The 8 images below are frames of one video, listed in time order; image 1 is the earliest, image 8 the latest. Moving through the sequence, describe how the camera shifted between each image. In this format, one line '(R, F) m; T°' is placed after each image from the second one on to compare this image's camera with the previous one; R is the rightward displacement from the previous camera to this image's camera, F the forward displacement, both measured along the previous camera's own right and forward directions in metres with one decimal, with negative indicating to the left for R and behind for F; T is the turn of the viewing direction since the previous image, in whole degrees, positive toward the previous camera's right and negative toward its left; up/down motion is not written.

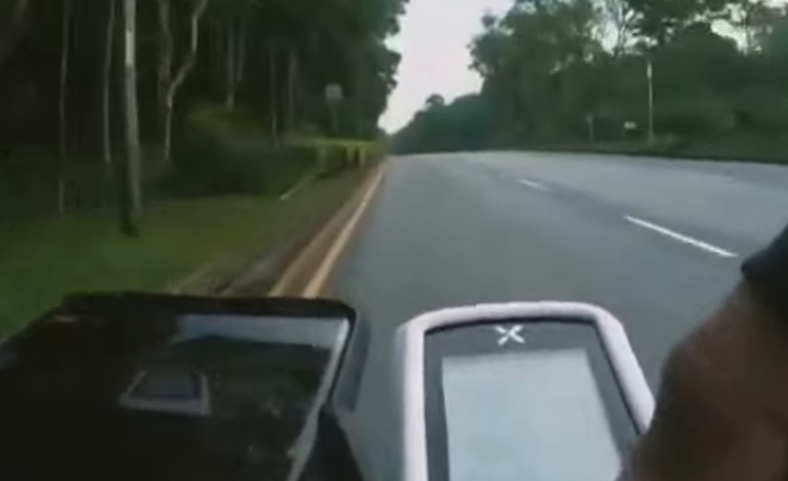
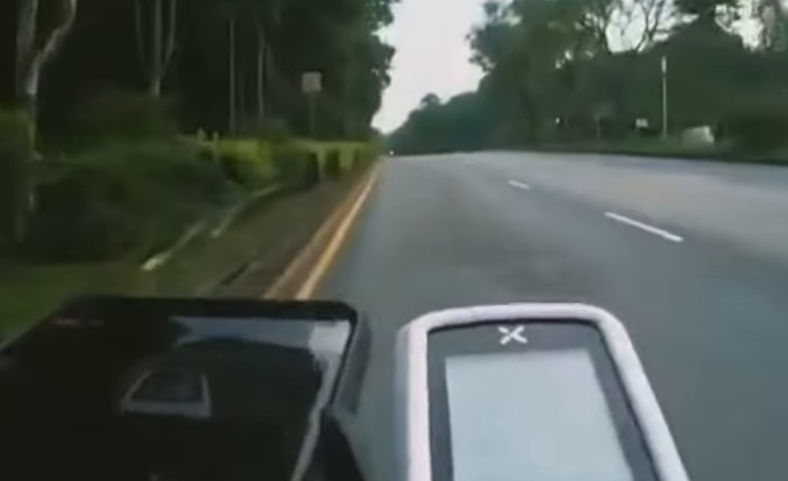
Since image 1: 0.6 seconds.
(+0.3, +4.3) m; +1°
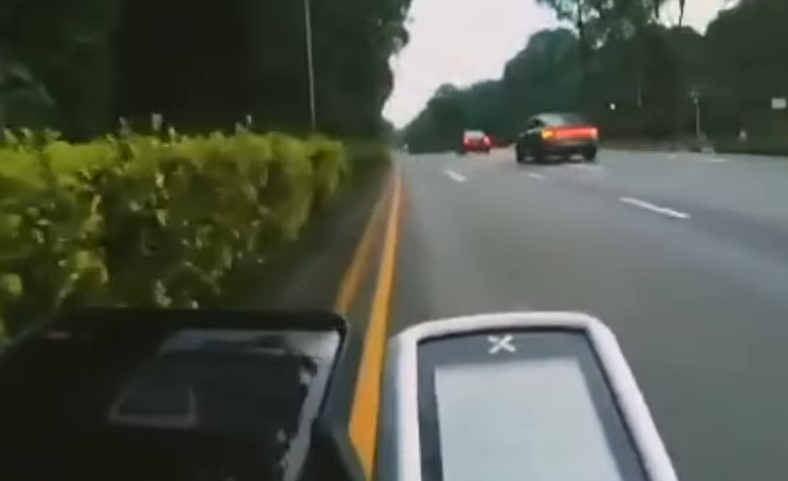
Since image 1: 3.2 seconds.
(+1.4, +18.0) m; +3°
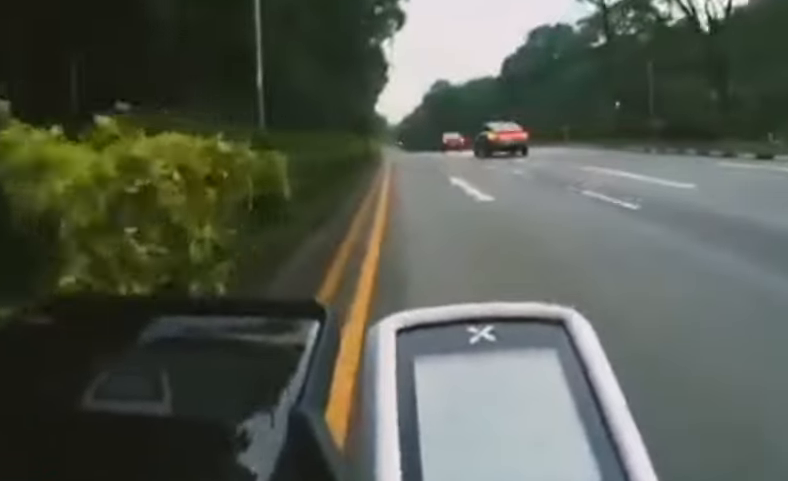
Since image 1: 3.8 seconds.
(-0.8, +4.0) m; -1°
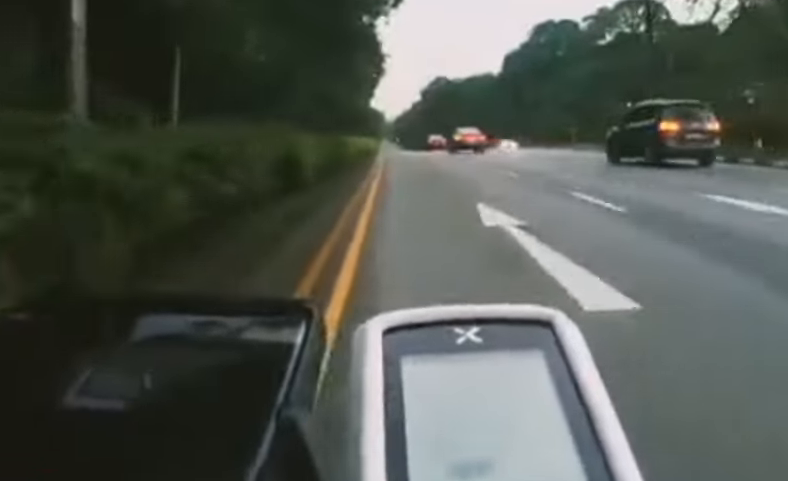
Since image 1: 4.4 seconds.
(-0.3, +4.5) m; -1°
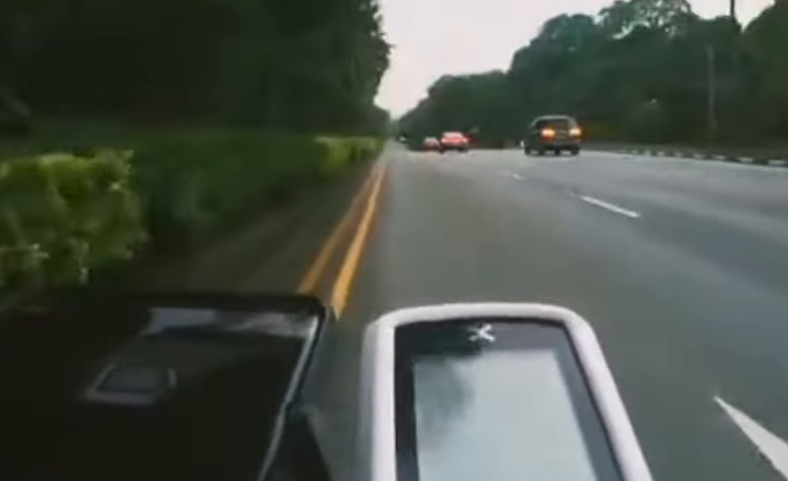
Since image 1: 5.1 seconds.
(+0.9, +5.1) m; 0°
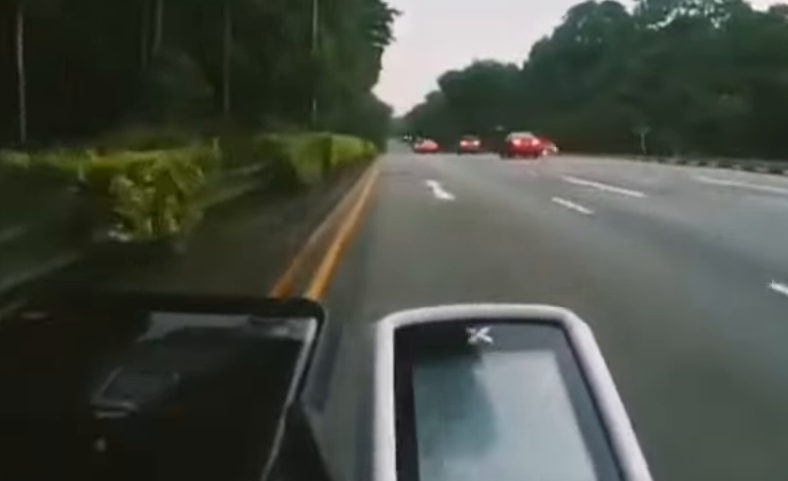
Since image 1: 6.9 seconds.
(+0.1, +12.8) m; +2°
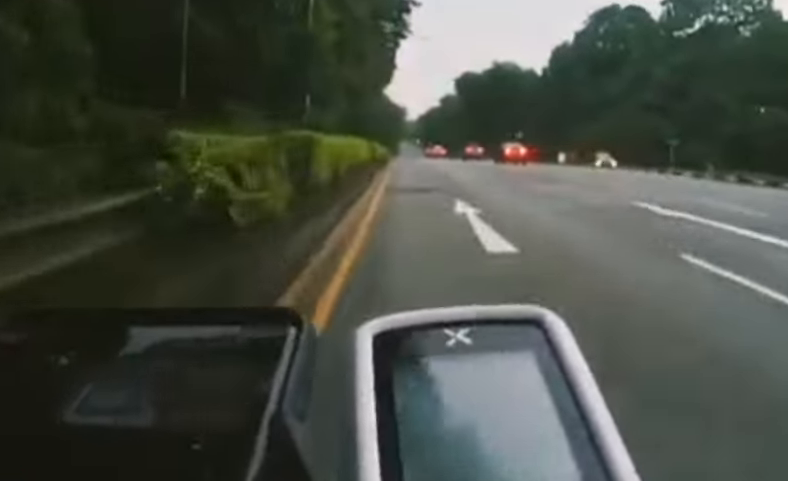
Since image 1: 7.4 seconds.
(+0.1, +3.2) m; 0°
